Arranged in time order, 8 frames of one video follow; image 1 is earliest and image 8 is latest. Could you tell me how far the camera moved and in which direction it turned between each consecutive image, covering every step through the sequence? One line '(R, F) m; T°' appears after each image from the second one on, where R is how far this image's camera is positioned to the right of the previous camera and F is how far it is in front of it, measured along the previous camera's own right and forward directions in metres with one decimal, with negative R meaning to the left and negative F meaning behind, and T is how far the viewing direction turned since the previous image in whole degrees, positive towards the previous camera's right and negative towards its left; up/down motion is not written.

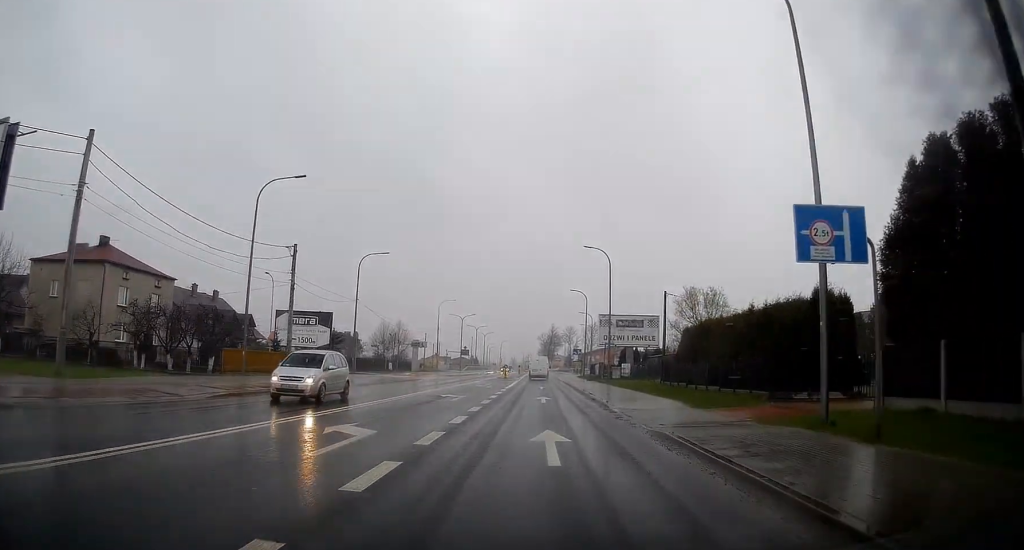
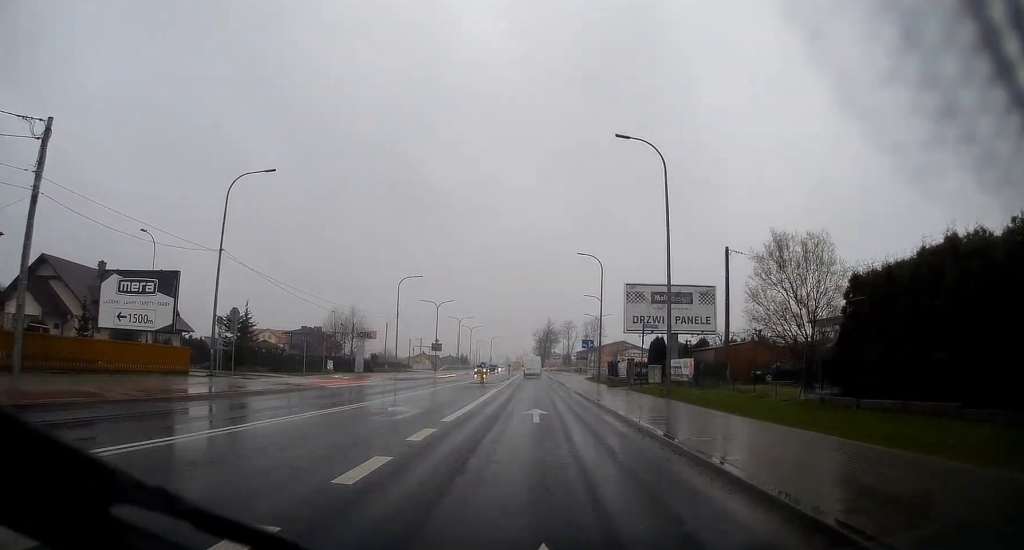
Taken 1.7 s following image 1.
(-0.1, +23.3) m; 0°
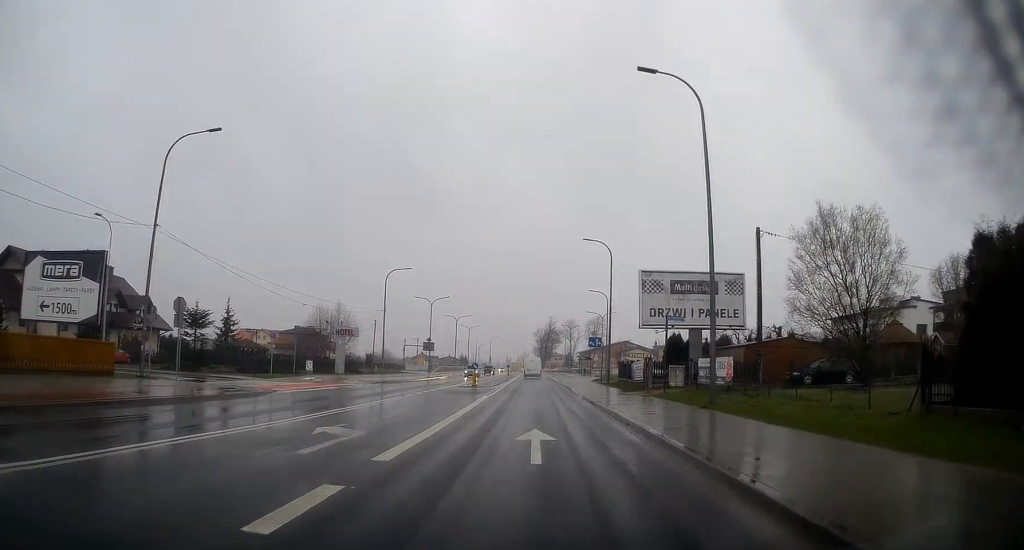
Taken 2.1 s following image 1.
(0.0, +6.1) m; 0°
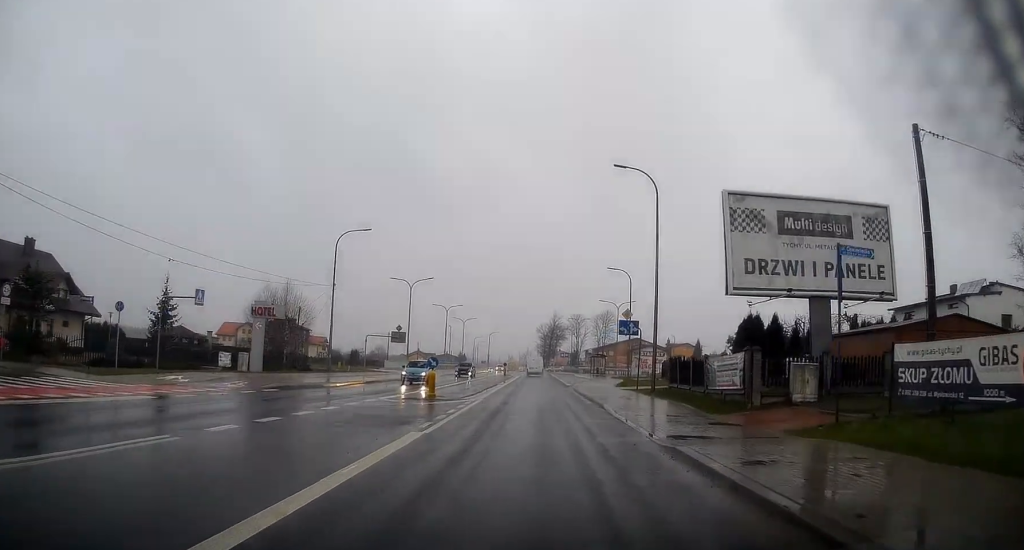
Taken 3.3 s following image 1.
(+0.2, +16.6) m; 0°
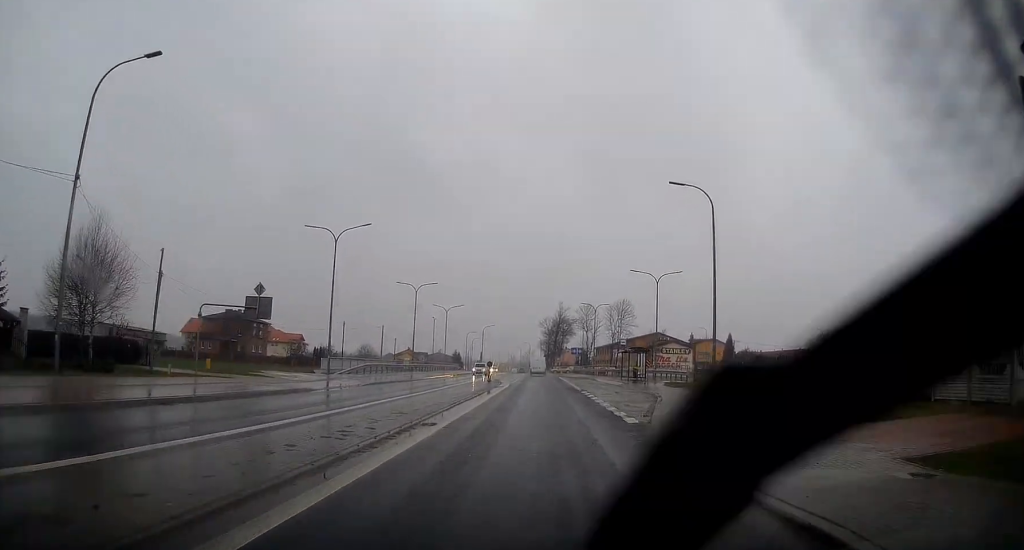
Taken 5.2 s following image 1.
(-0.7, +28.0) m; -1°
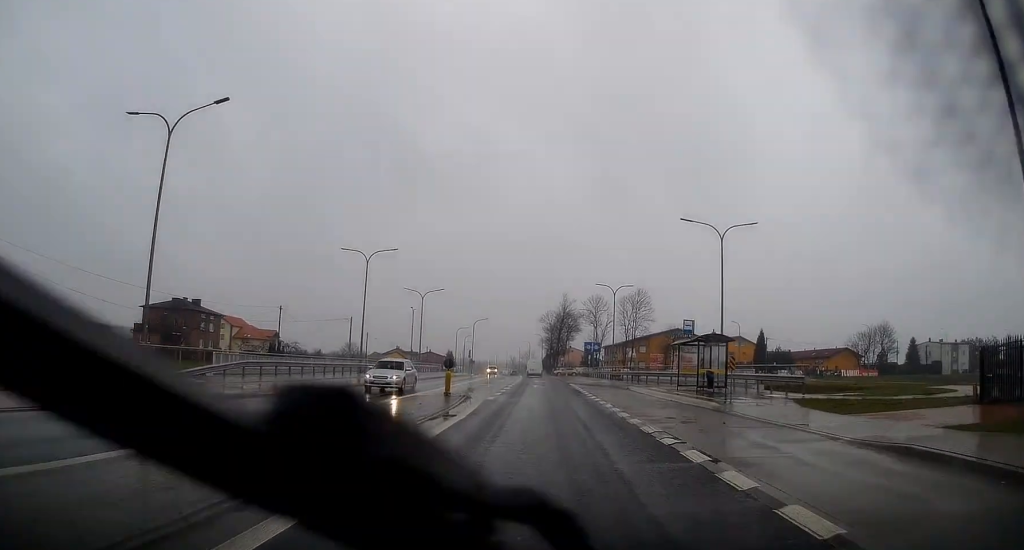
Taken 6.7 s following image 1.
(+0.2, +22.0) m; 0°
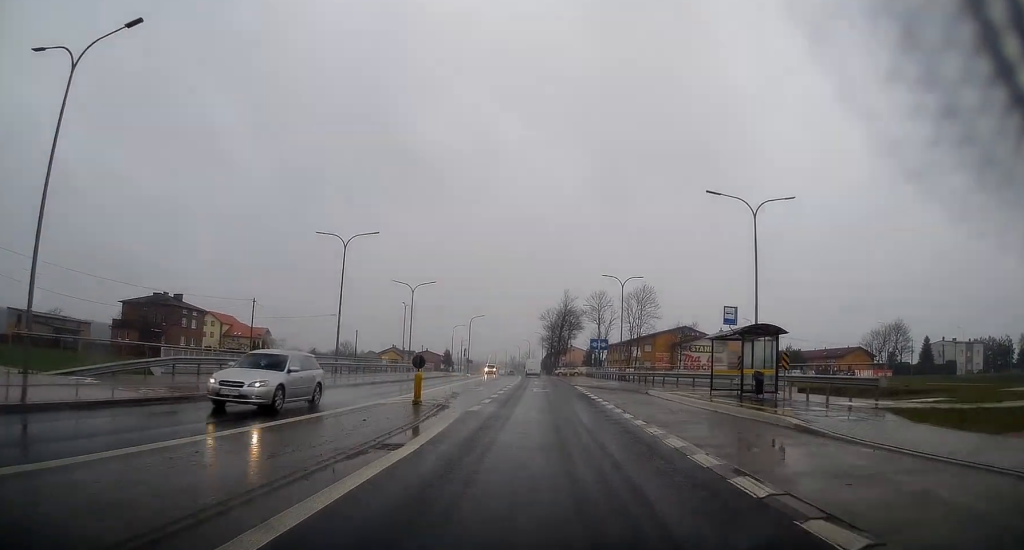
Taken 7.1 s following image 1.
(-0.2, +6.4) m; 0°
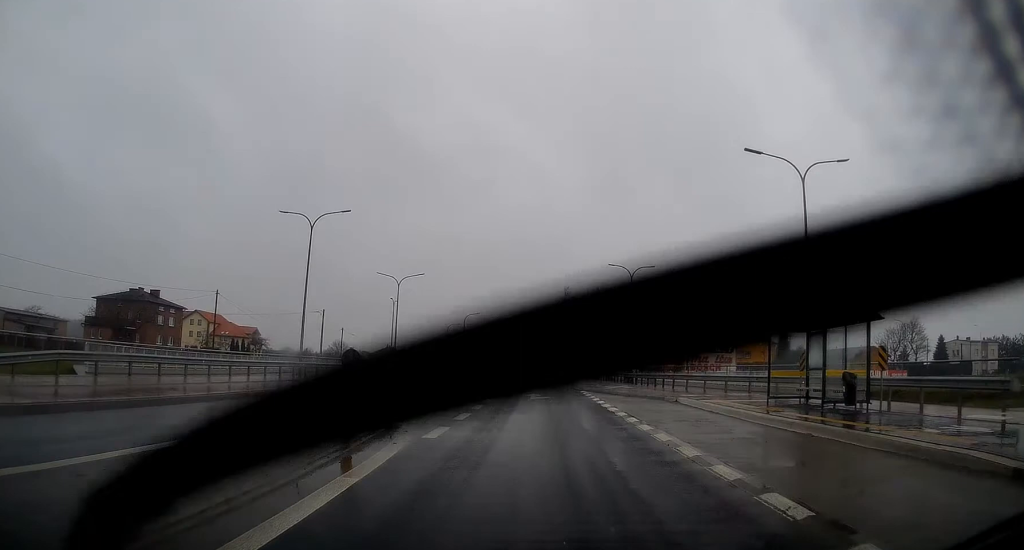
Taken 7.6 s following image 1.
(0.0, +6.9) m; 0°
